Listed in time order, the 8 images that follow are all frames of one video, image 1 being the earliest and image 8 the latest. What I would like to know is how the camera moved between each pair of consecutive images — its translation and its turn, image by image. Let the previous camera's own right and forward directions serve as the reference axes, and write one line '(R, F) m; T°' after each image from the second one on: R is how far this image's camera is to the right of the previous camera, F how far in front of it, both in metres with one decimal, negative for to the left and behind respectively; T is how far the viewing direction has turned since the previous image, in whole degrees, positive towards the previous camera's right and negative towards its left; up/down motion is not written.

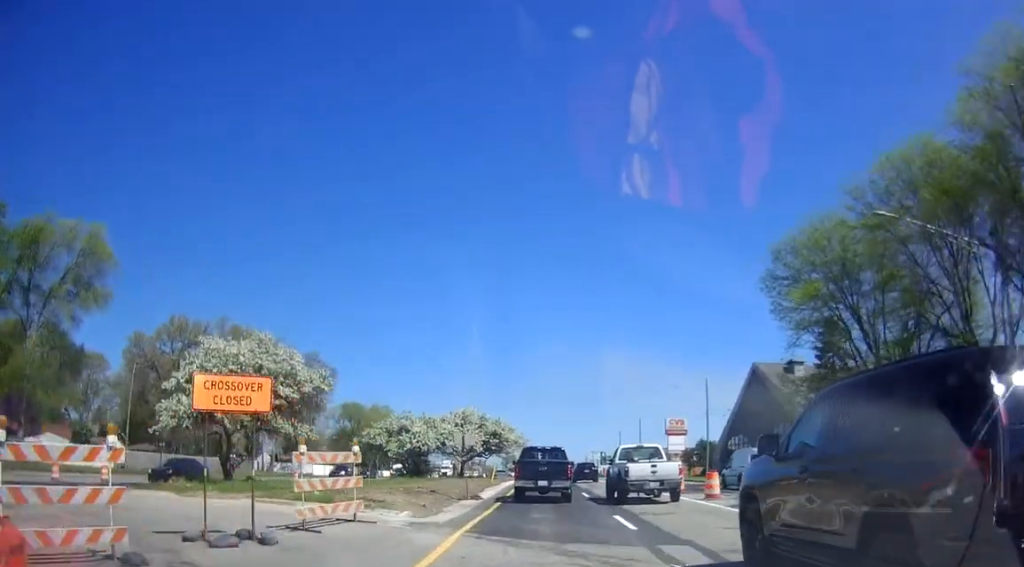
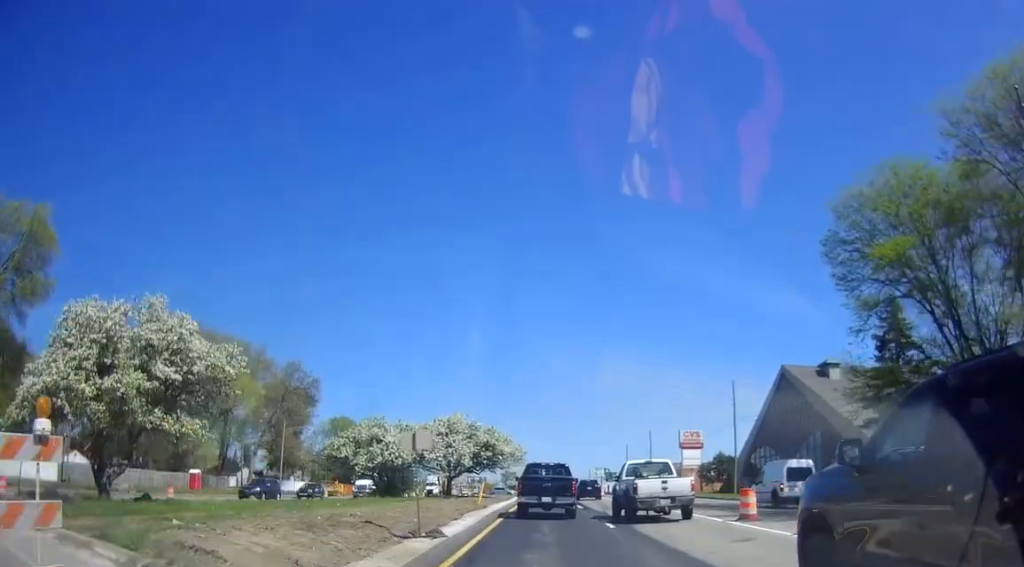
(-0.3, +10.1) m; 0°
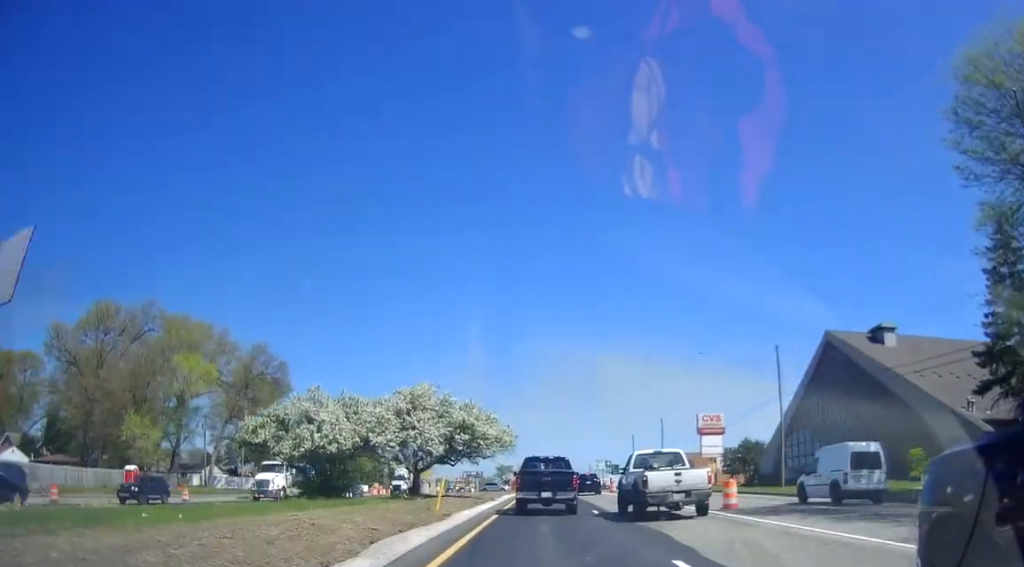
(+0.1, +13.3) m; +1°
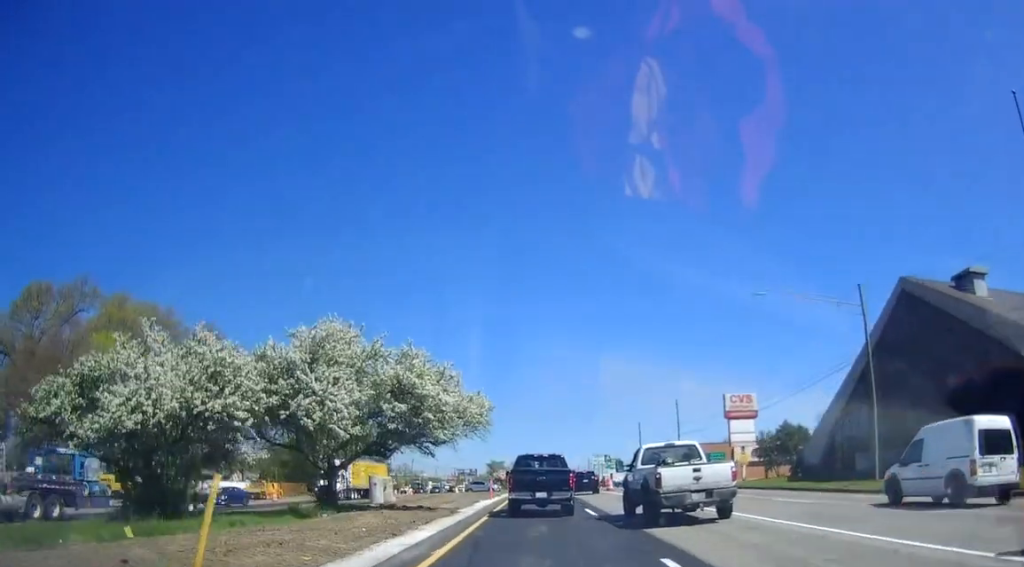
(+0.2, +15.4) m; +1°
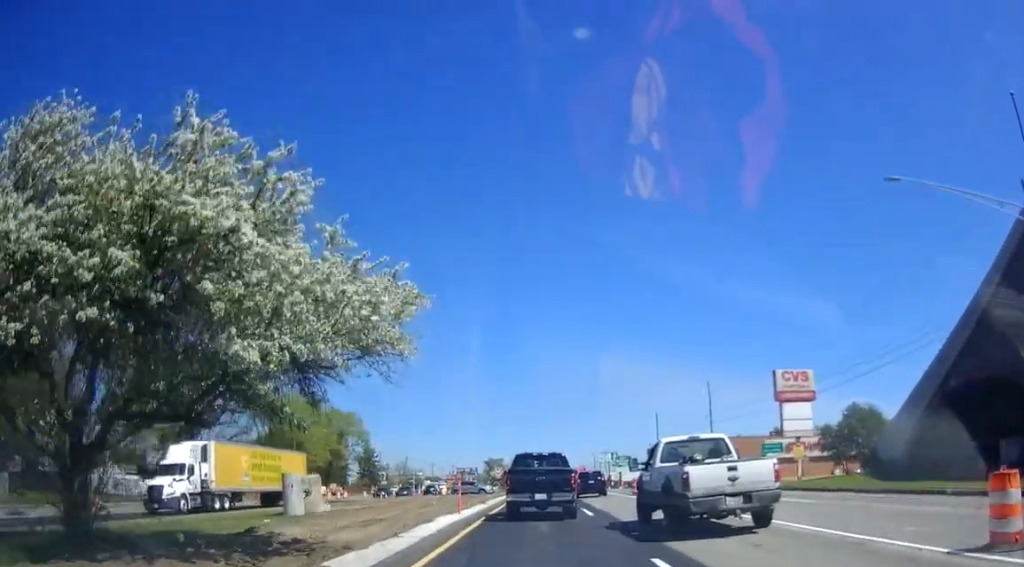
(0.0, +15.1) m; -2°
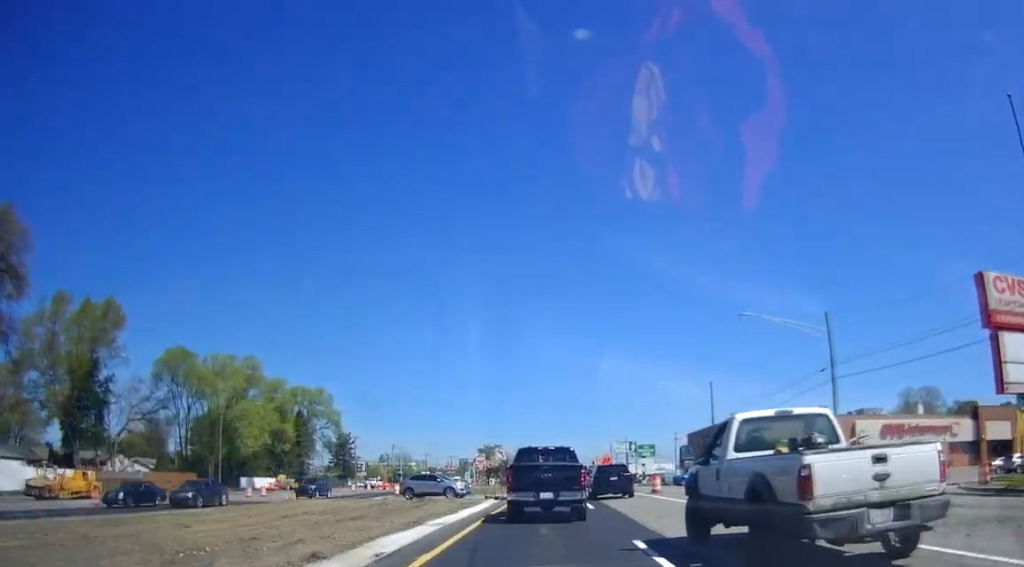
(-0.8, +28.2) m; 0°
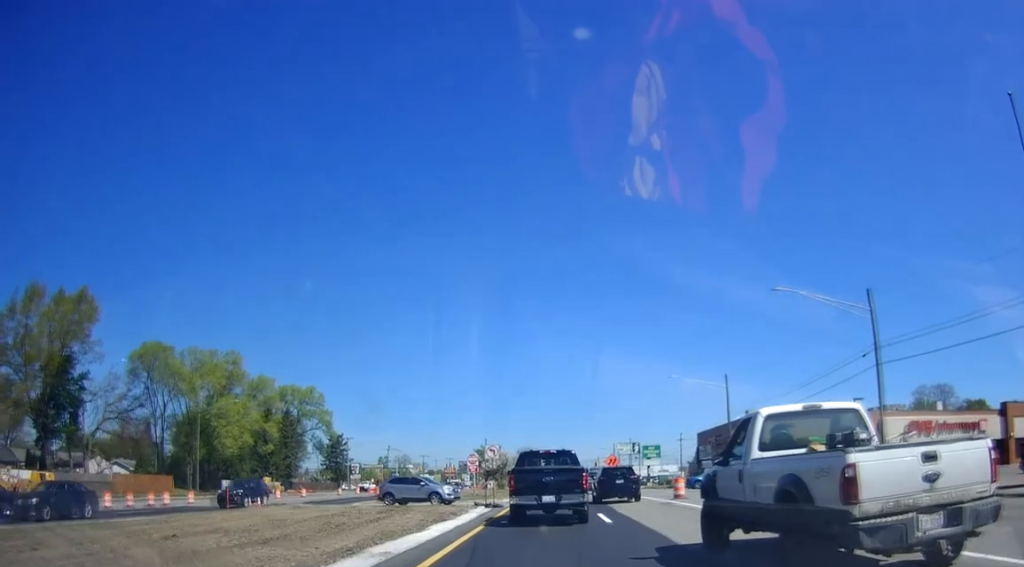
(+0.1, +6.2) m; +1°
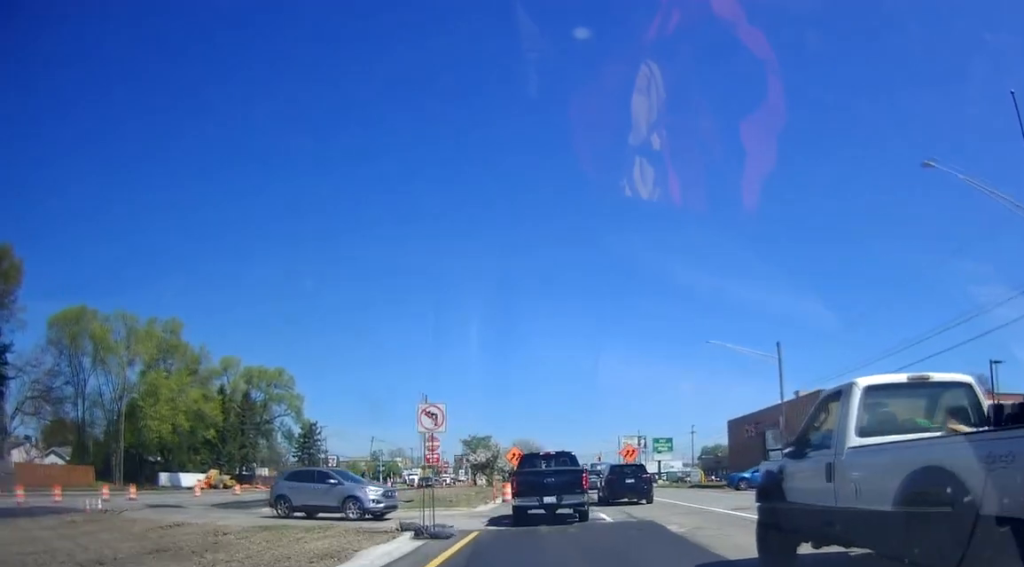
(+0.1, +15.7) m; 0°
